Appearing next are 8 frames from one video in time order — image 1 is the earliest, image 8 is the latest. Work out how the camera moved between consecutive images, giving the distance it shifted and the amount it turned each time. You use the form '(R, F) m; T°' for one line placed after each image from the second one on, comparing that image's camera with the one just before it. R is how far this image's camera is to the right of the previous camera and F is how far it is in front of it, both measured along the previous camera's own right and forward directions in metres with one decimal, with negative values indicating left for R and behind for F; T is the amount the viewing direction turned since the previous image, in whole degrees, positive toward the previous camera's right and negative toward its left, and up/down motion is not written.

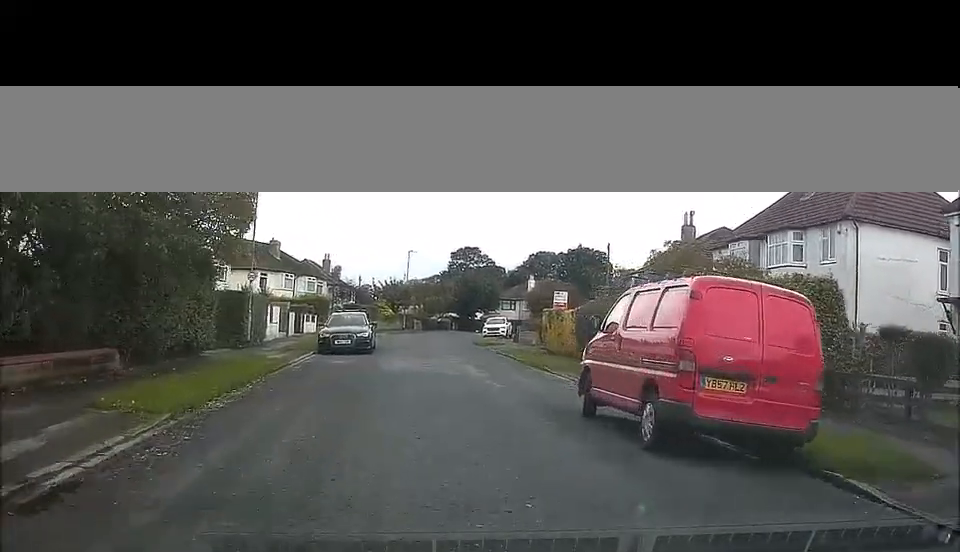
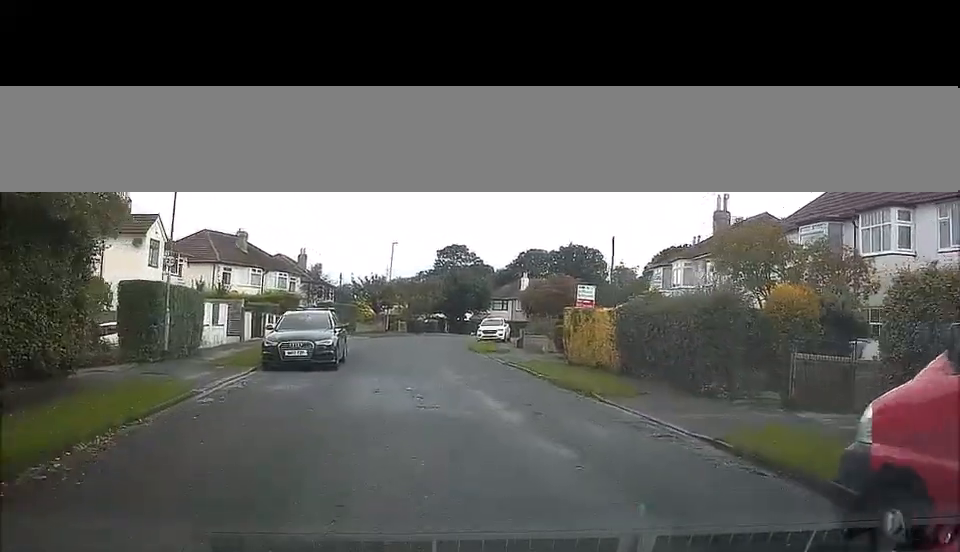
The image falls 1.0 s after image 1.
(-0.1, +8.5) m; 0°
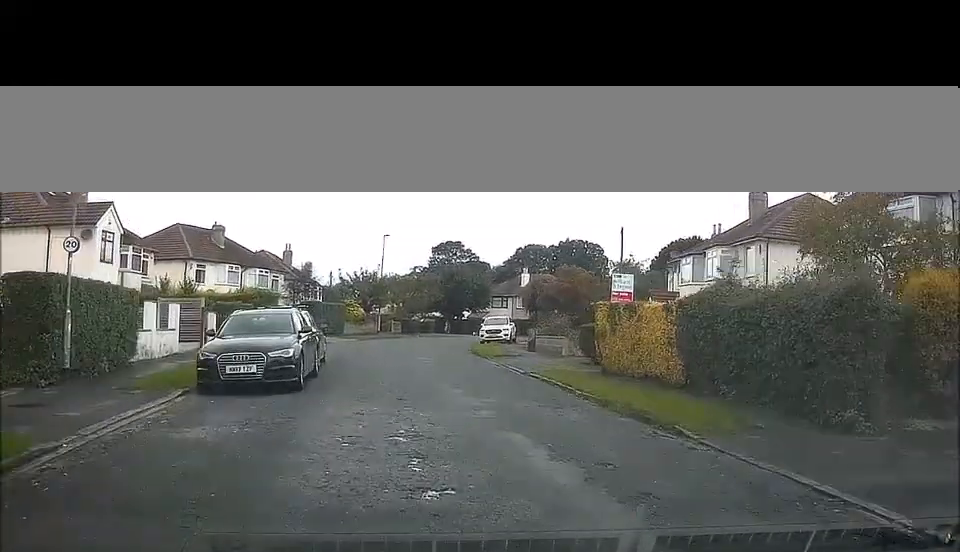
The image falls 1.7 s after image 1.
(+0.2, +6.2) m; +1°
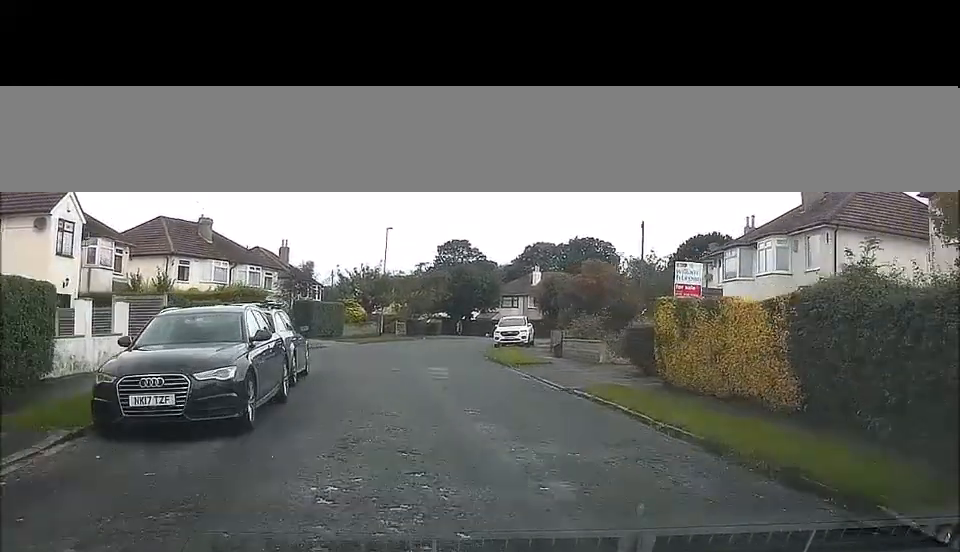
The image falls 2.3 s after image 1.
(-0.1, +5.6) m; 0°
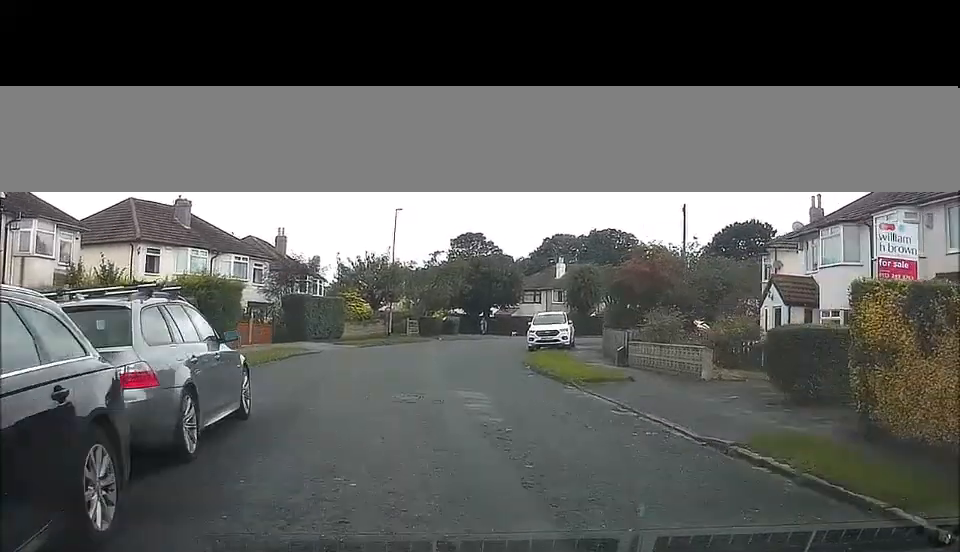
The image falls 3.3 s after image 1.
(0.0, +9.0) m; -2°
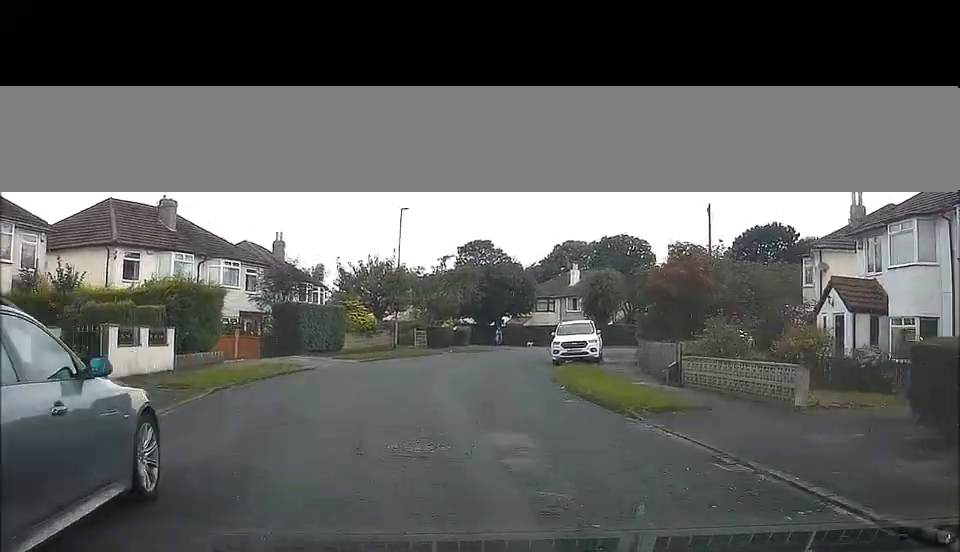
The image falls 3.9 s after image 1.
(0.0, +4.7) m; -1°
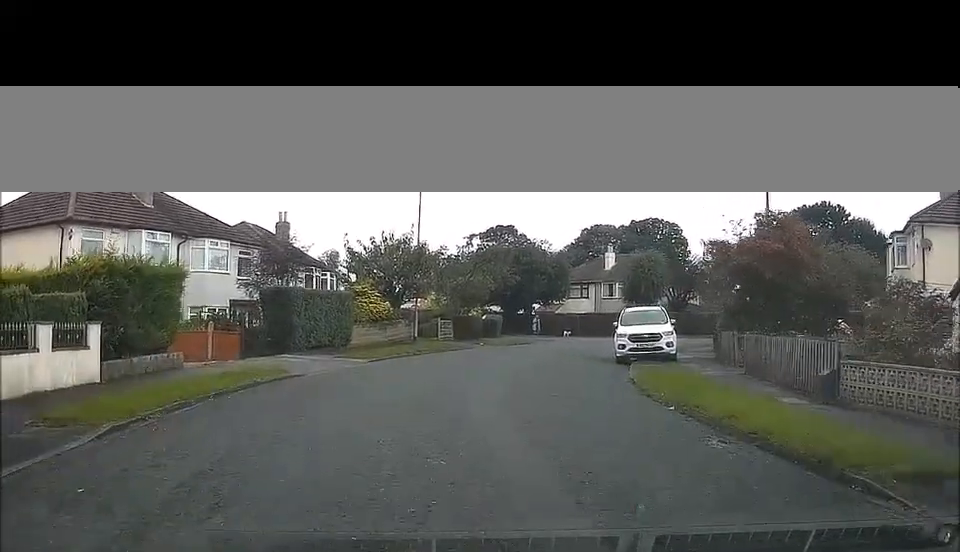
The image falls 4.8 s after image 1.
(-0.3, +6.1) m; 0°
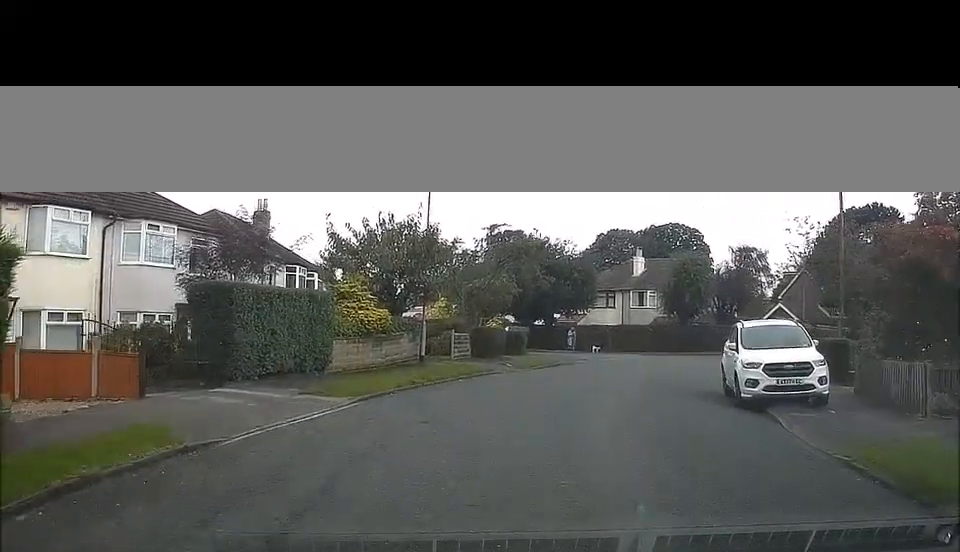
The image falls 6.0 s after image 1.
(+0.5, +8.8) m; +5°
